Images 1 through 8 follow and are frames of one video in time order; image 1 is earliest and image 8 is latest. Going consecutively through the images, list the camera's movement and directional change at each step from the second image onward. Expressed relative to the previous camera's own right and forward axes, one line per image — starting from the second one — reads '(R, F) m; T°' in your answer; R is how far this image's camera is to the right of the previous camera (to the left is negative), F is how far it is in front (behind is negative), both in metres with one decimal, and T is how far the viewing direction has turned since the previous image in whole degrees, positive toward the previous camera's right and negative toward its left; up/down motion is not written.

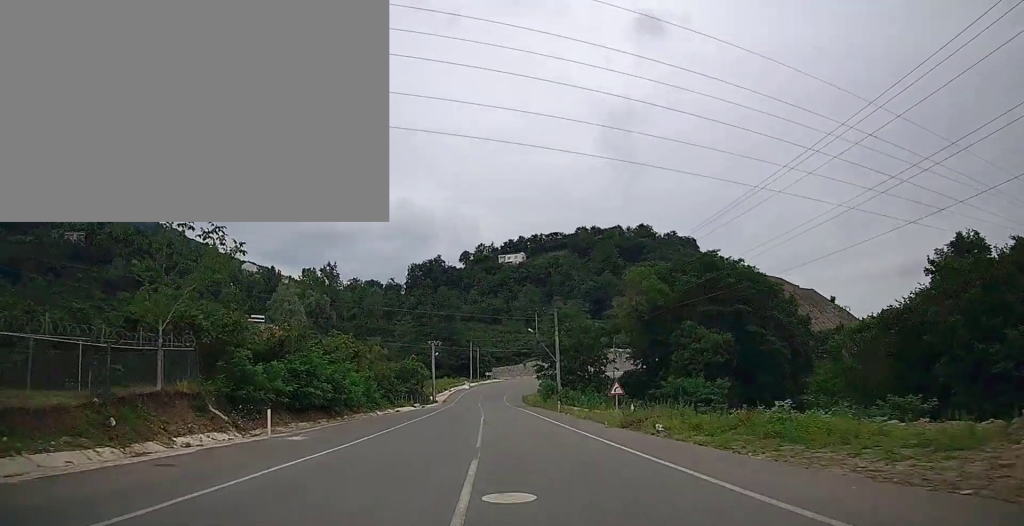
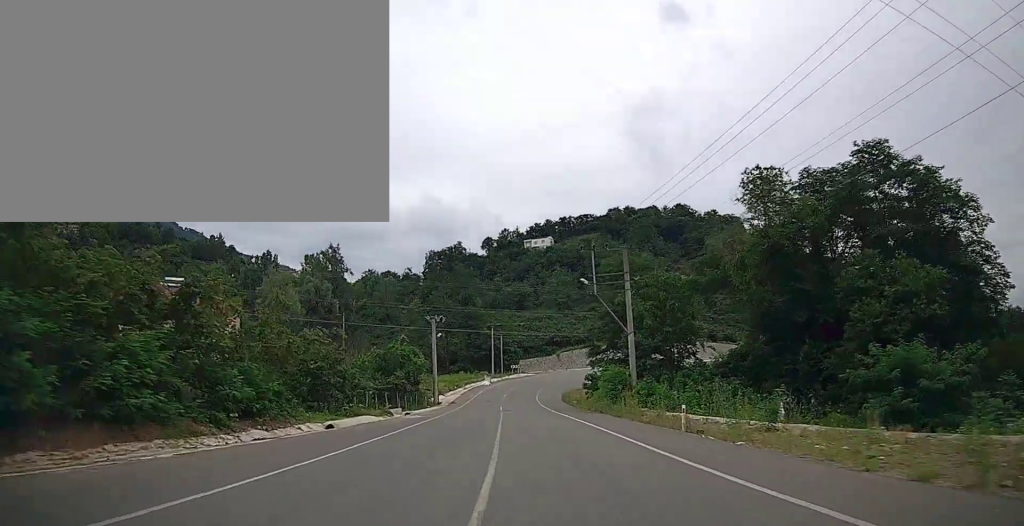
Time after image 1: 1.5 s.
(-1.4, +25.3) m; -5°
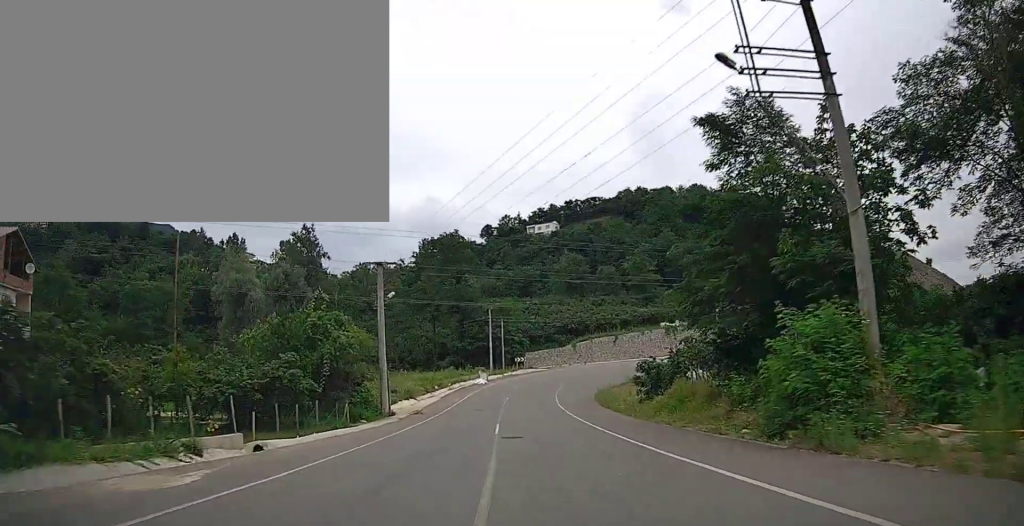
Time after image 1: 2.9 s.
(-0.3, +24.5) m; -1°
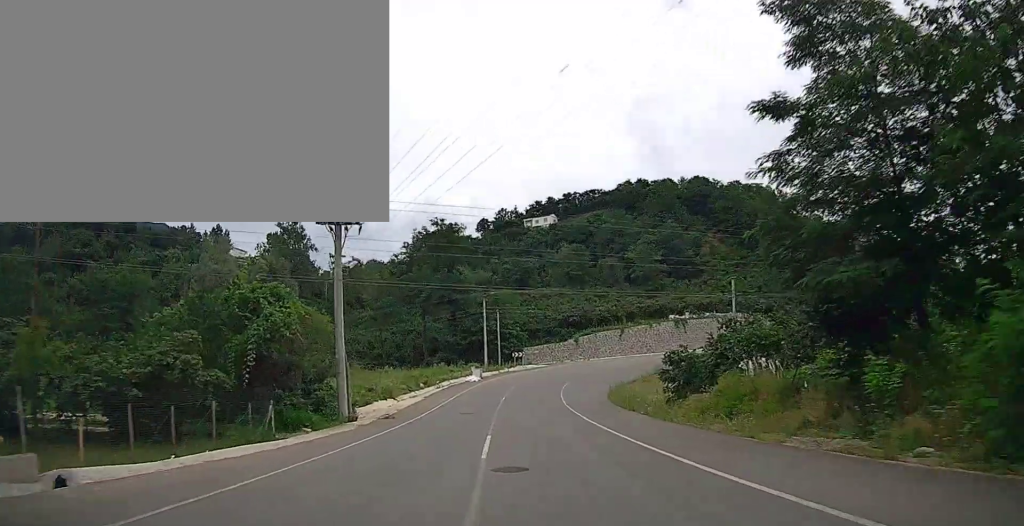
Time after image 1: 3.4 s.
(0.0, +7.9) m; 0°
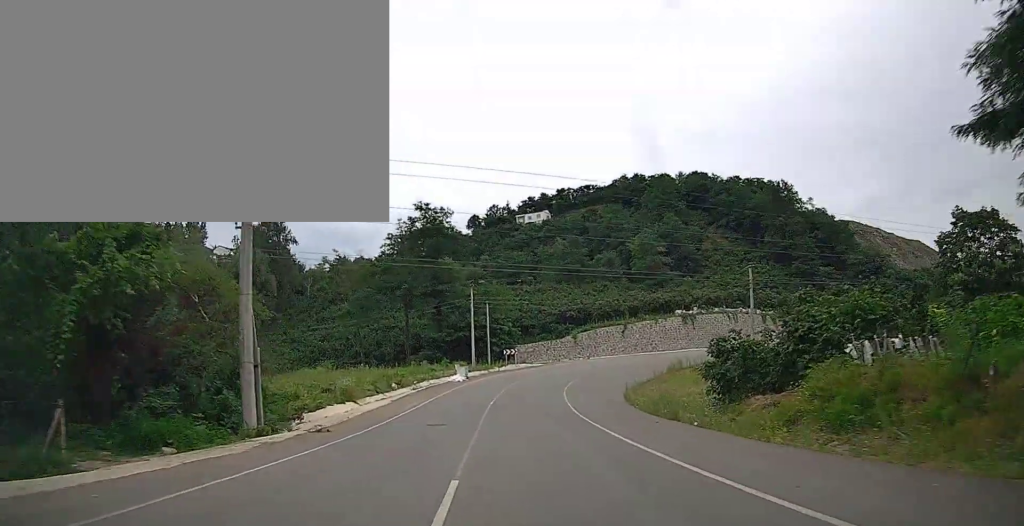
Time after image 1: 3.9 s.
(0.0, +8.7) m; +1°
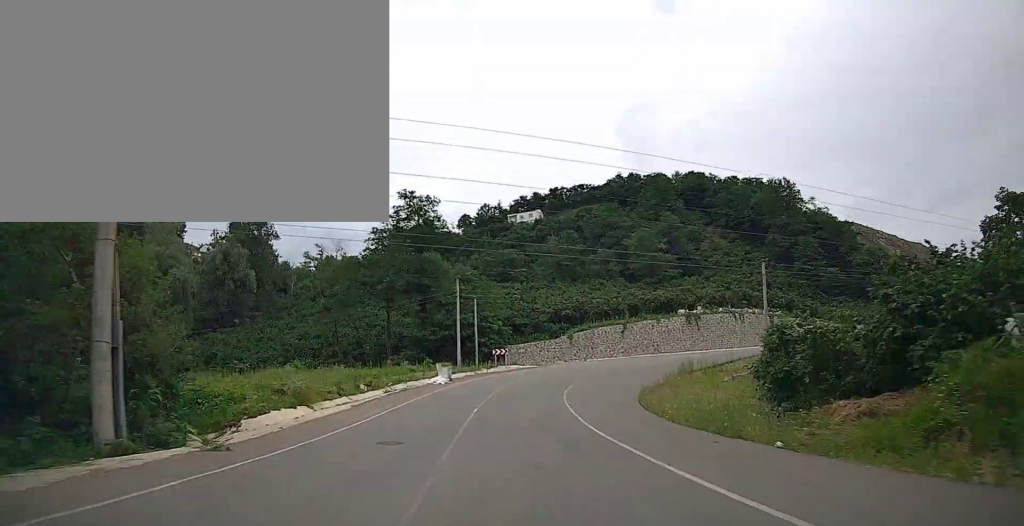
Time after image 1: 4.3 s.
(-0.1, +6.5) m; +1°
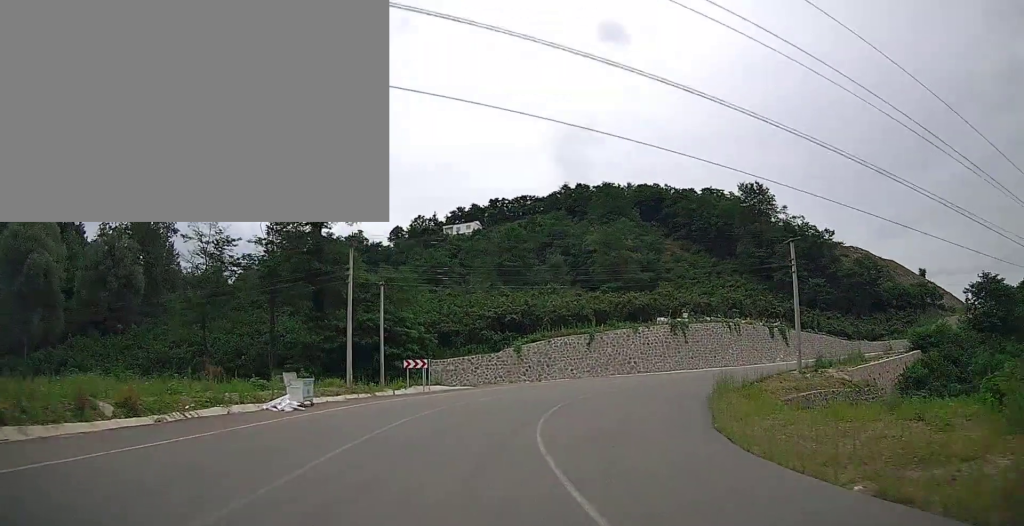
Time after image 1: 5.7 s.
(+0.7, +19.9) m; +5°
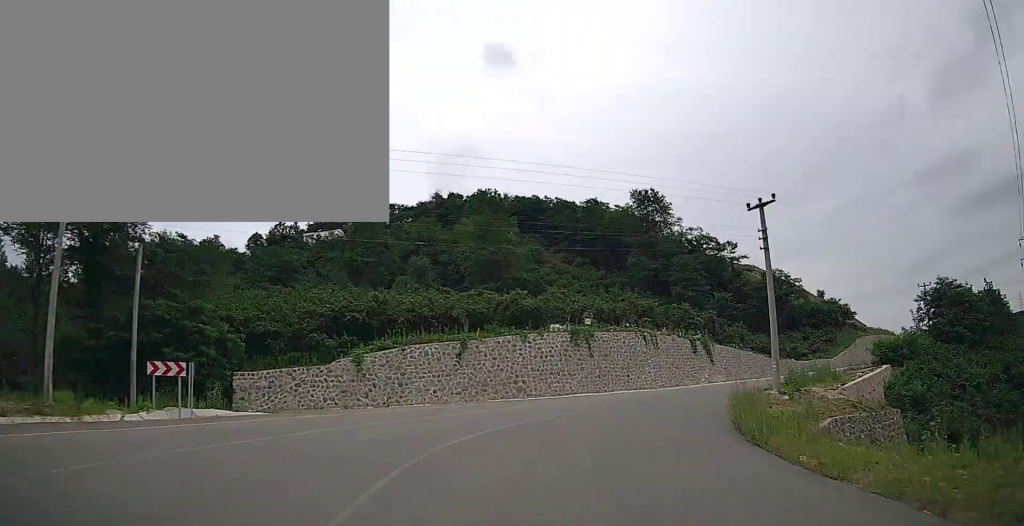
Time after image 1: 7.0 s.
(+1.4, +17.1) m; +12°
